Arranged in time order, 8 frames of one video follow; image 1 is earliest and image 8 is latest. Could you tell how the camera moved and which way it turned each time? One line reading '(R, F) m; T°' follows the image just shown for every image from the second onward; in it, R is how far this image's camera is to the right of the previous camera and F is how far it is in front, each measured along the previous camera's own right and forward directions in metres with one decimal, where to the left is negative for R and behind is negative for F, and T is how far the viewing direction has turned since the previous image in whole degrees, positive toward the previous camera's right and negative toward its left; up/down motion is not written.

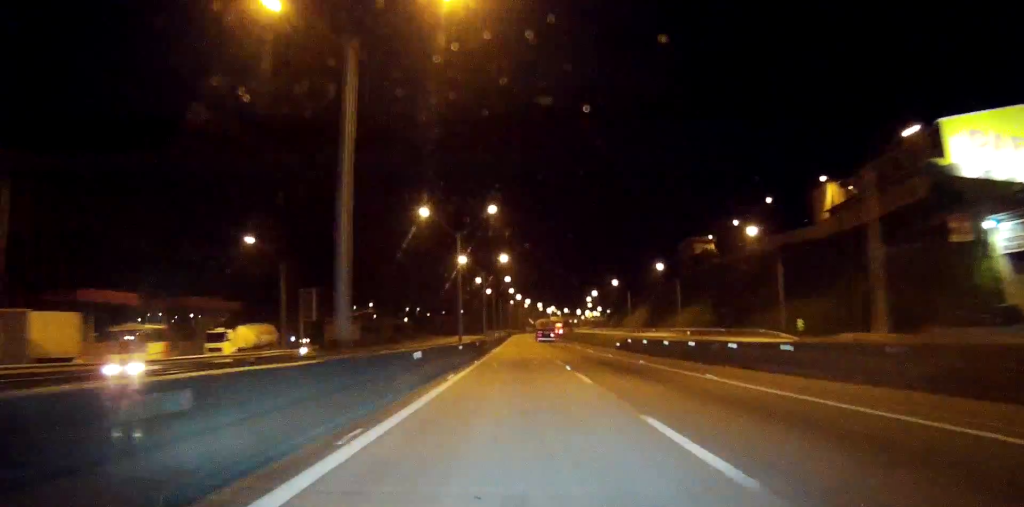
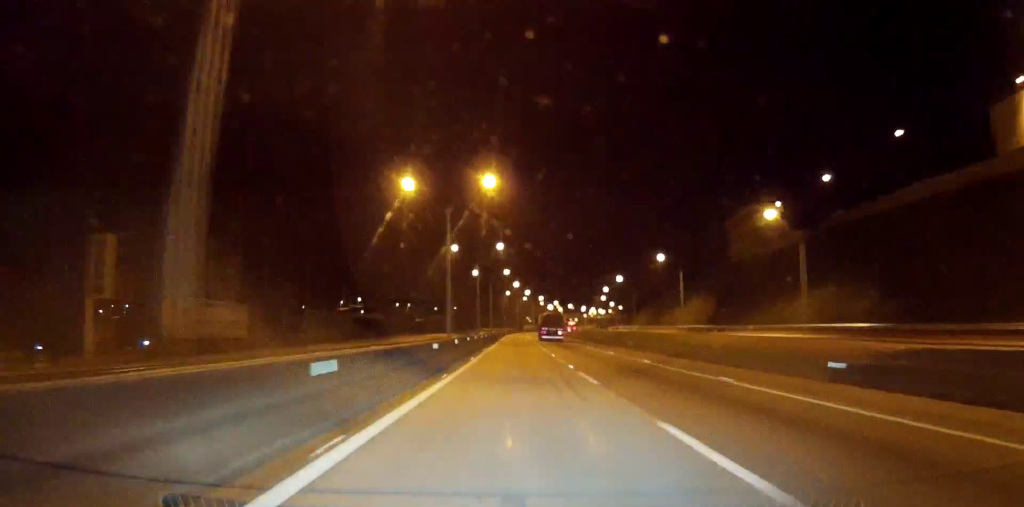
(0.0, +49.0) m; 0°
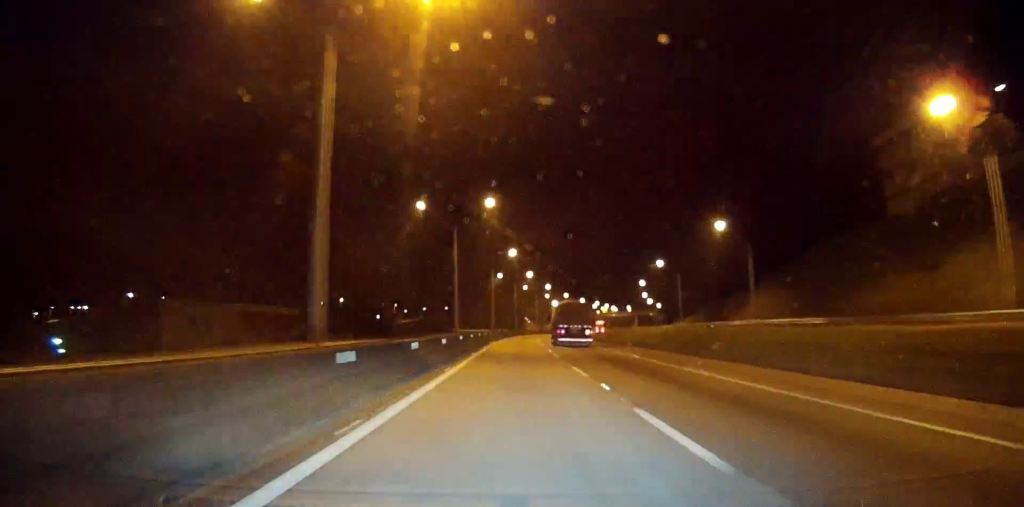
(+1.0, +71.3) m; +1°
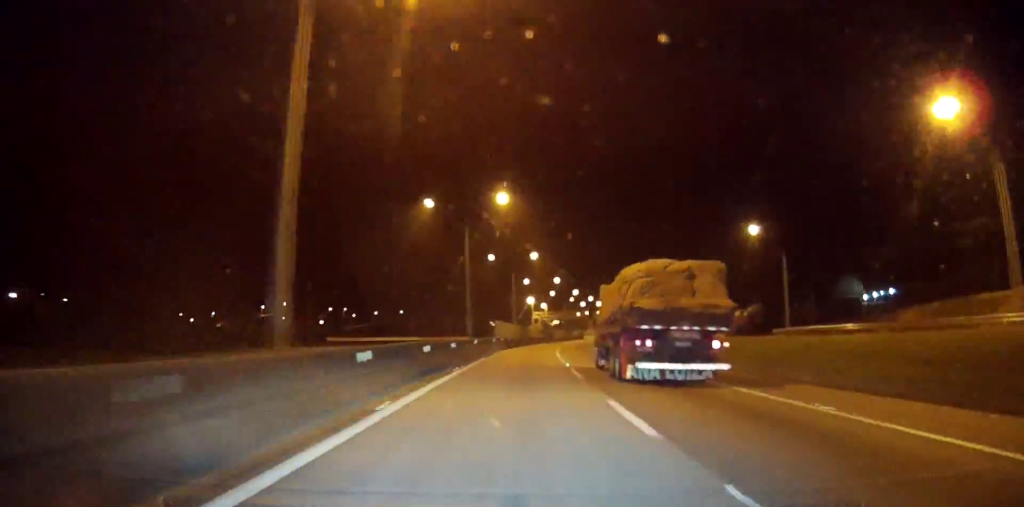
(0.0, +84.4) m; 0°
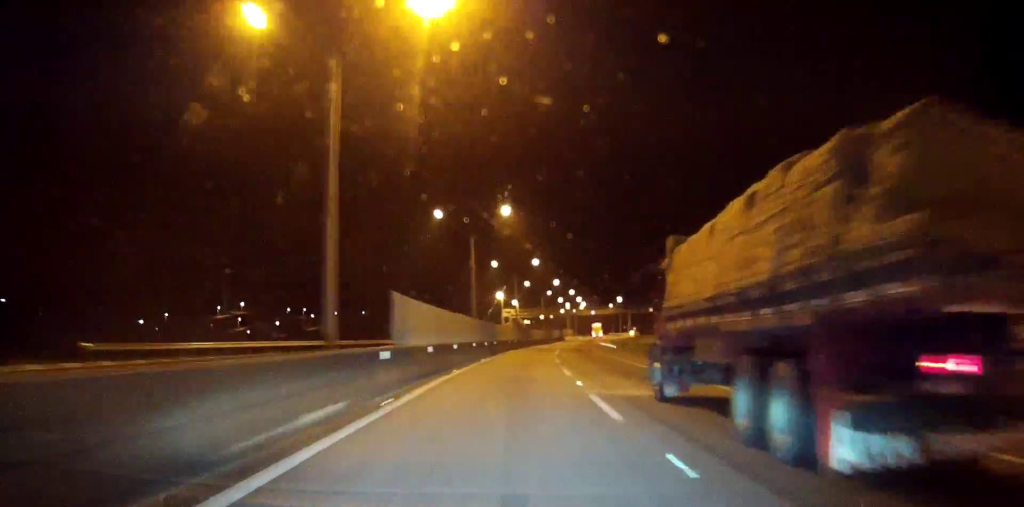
(0.0, +35.4) m; +1°
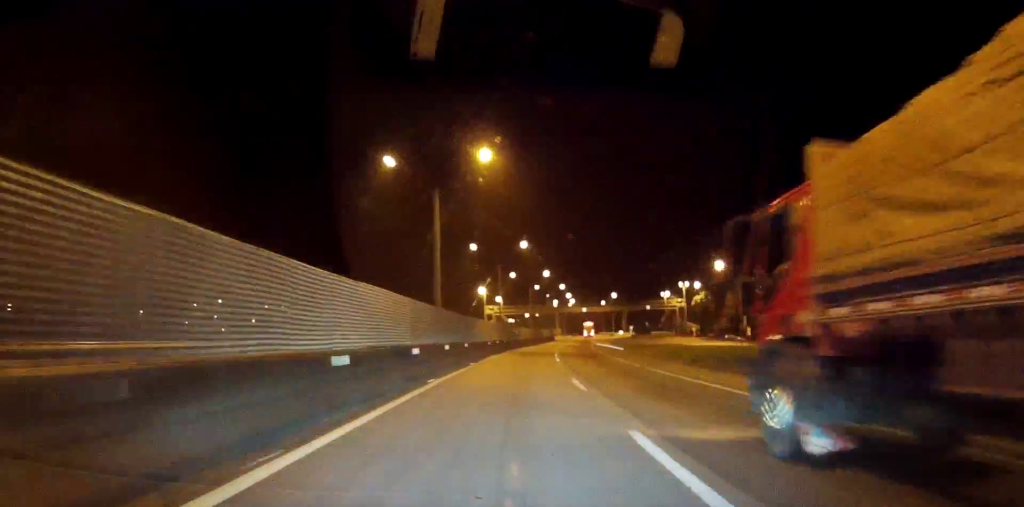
(-0.2, +18.2) m; +1°
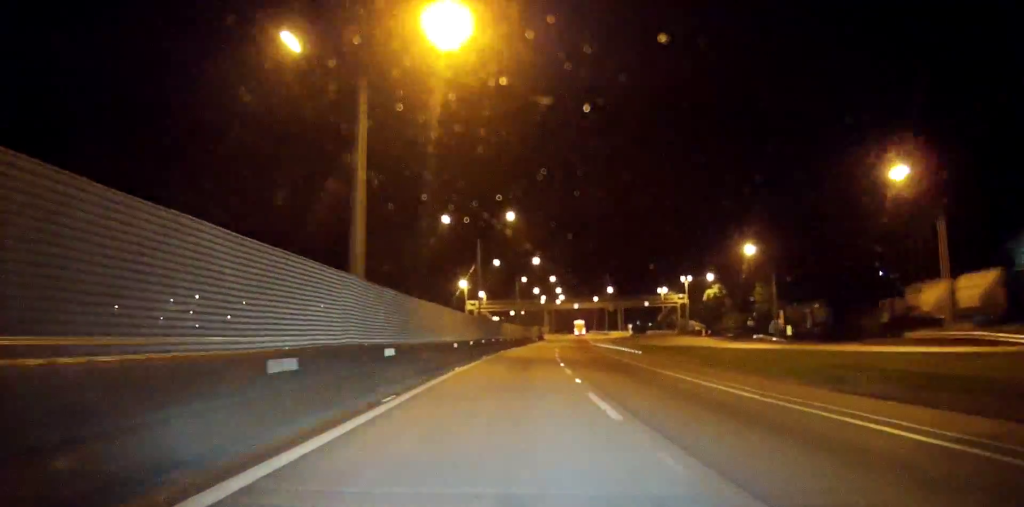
(+0.1, +18.3) m; +2°
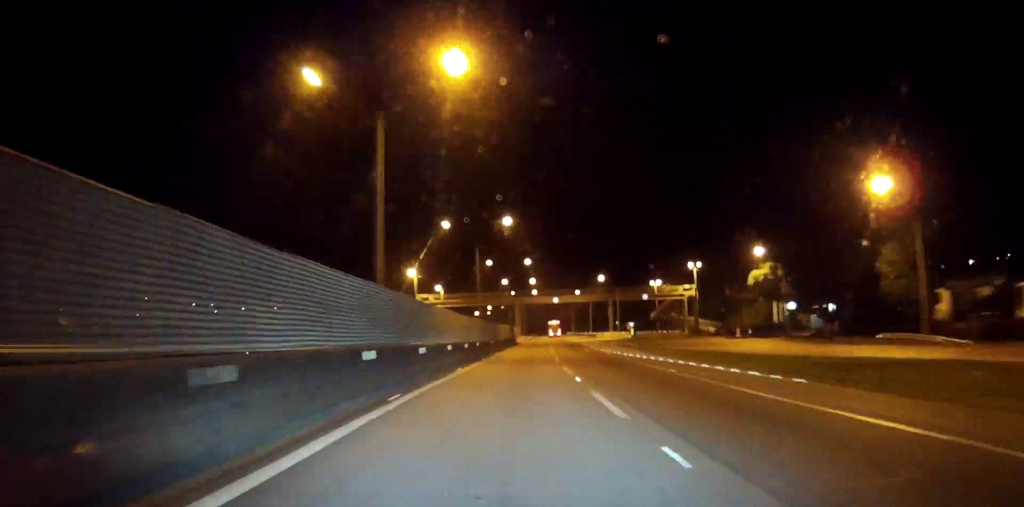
(+1.6, +36.8) m; +3°
